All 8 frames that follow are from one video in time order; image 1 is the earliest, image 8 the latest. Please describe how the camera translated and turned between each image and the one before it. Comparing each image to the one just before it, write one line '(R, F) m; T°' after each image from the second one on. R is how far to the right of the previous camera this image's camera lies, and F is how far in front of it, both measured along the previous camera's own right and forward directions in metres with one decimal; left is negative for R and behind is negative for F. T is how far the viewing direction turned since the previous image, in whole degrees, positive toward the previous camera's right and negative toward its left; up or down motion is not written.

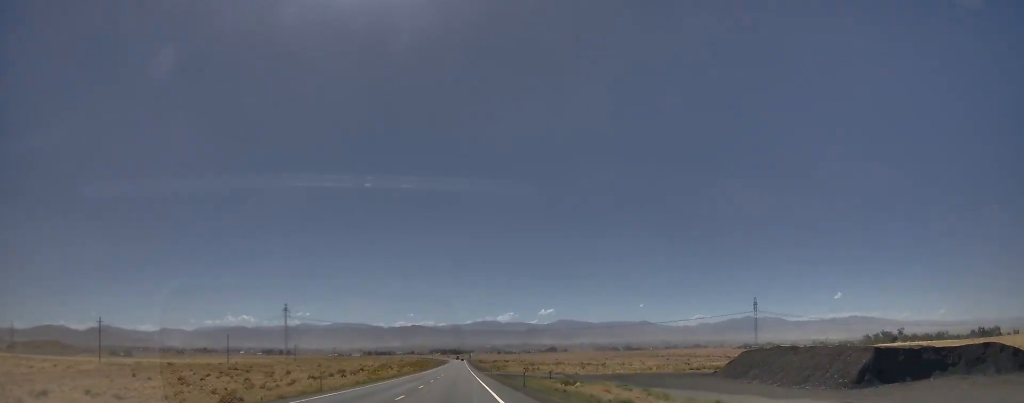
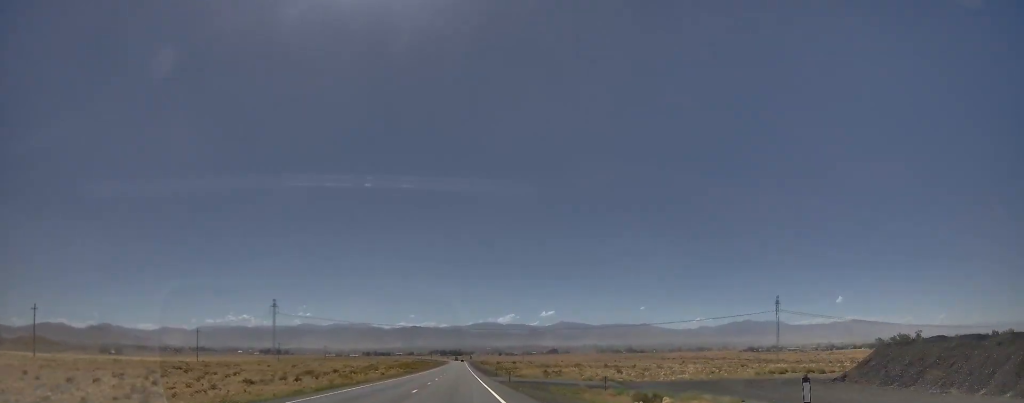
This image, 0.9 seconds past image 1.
(-0.1, +30.3) m; 0°
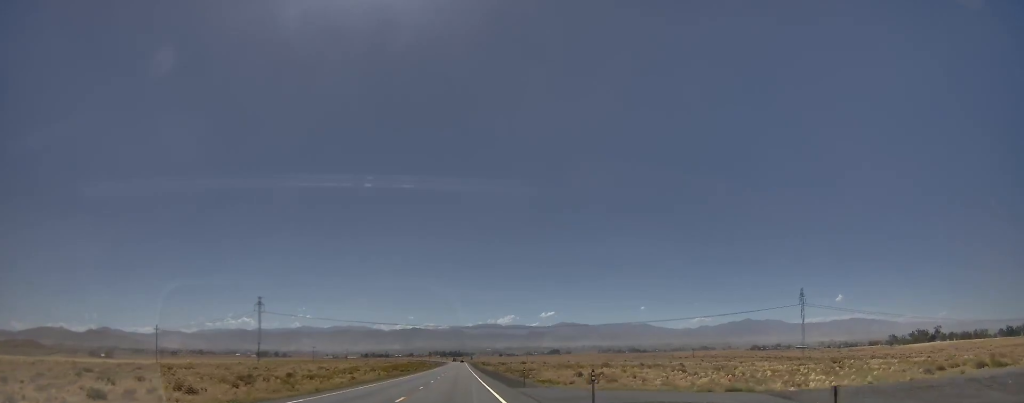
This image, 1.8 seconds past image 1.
(0.0, +31.2) m; +1°
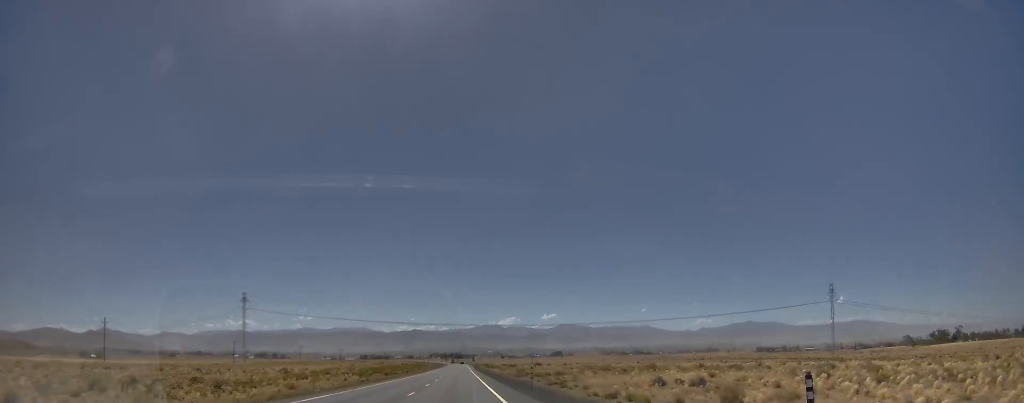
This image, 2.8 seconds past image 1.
(+0.6, +30.9) m; +1°
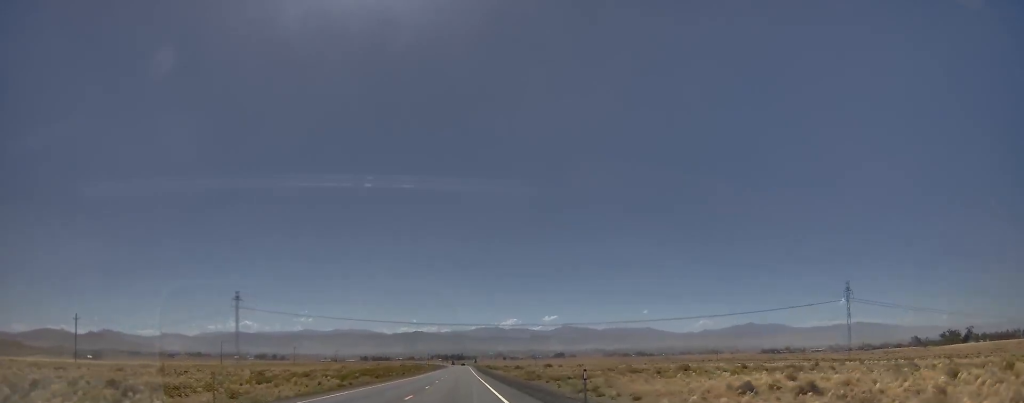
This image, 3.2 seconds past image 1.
(+0.2, +14.3) m; 0°
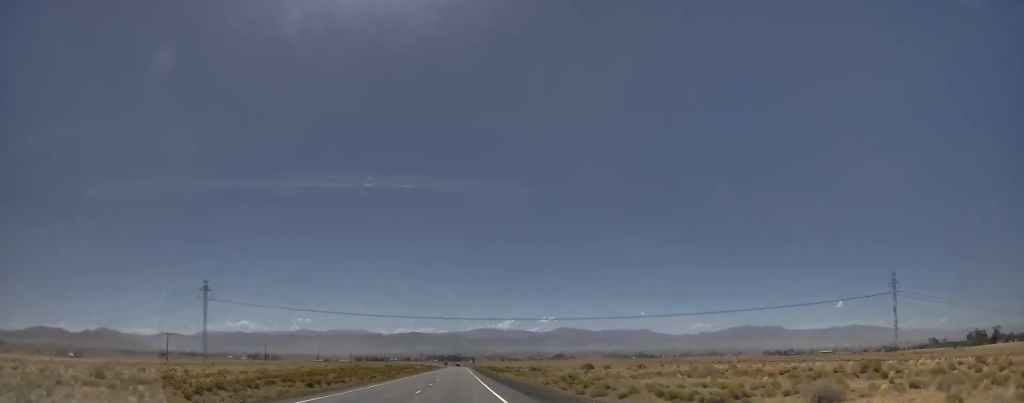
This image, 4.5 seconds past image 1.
(-0.7, +40.7) m; -2°
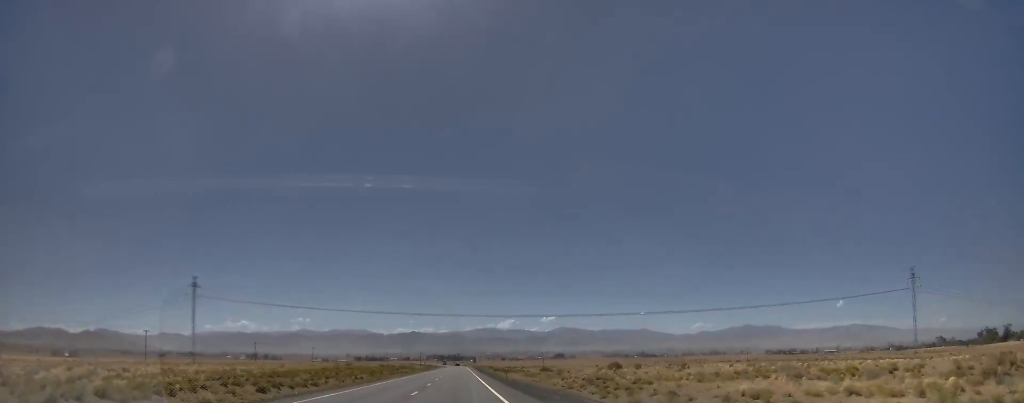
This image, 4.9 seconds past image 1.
(-0.1, +13.7) m; 0°
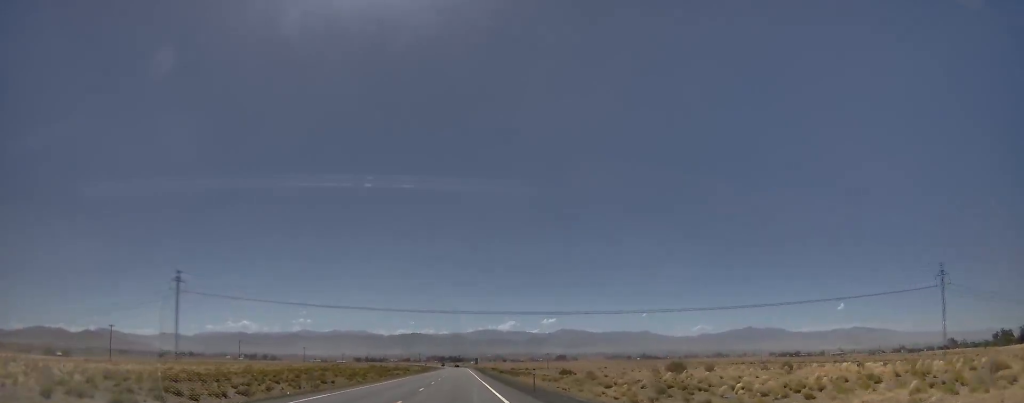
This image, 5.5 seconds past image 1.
(-0.1, +18.4) m; 0°
